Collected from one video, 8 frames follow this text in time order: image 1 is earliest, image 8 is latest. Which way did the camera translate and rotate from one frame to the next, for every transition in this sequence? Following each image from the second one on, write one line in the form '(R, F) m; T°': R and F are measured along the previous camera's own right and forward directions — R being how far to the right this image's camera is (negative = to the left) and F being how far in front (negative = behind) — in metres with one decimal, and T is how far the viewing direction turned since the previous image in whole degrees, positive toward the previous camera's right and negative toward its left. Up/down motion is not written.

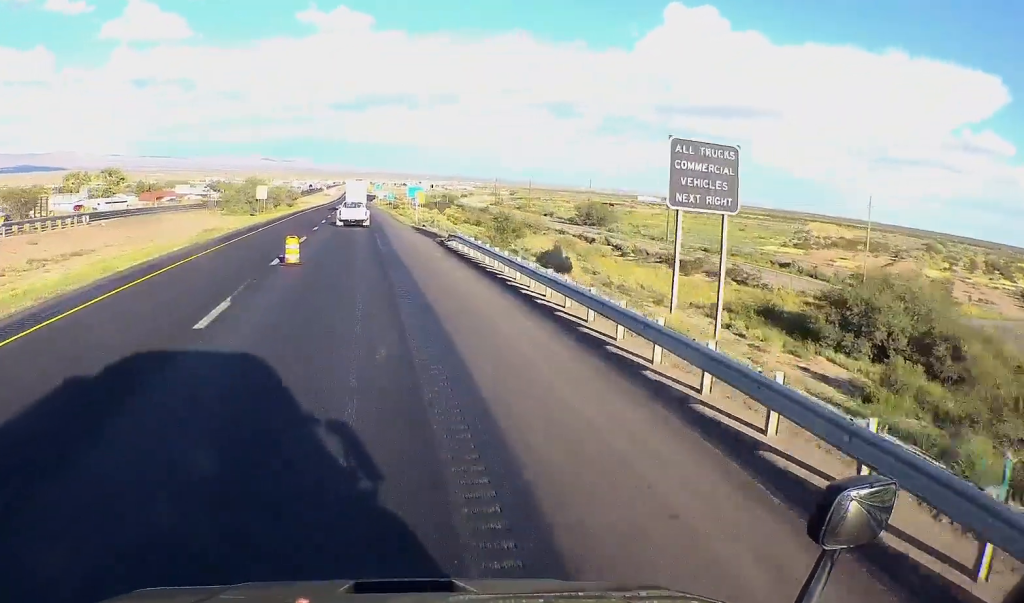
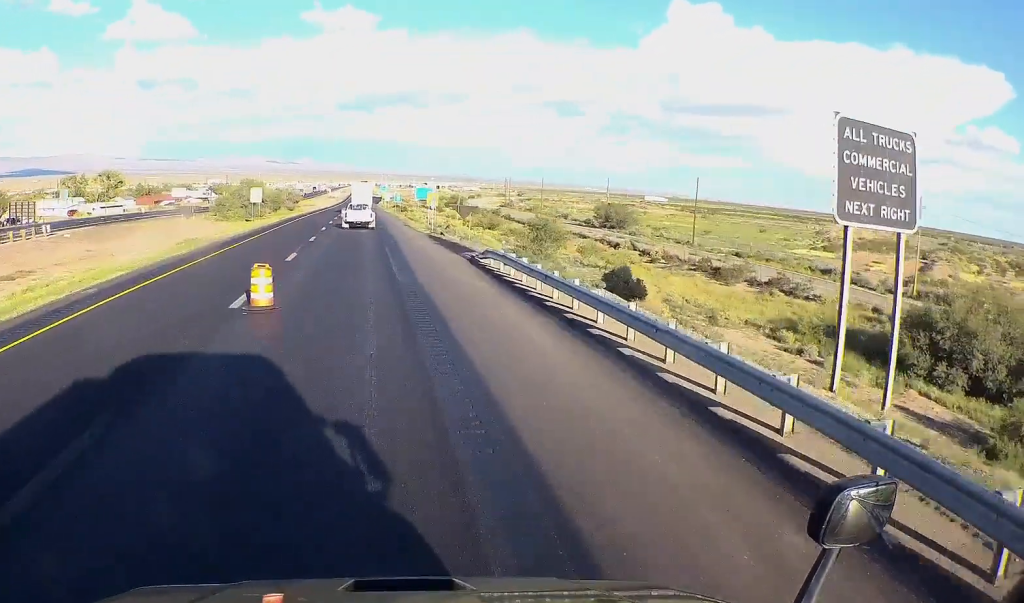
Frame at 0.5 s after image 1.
(-0.2, +9.6) m; -1°
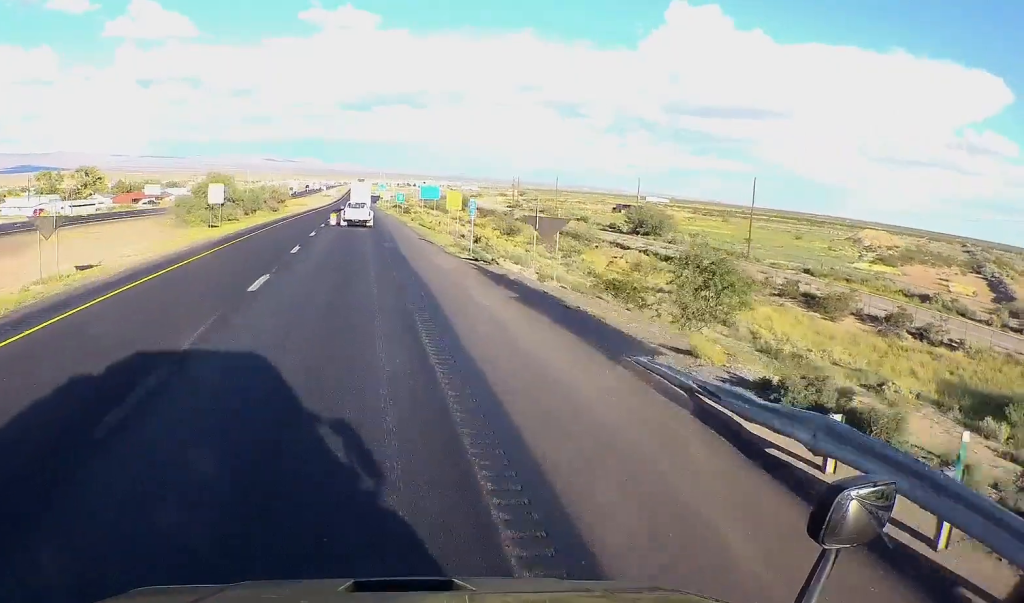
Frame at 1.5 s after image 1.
(-0.6, +21.7) m; -2°
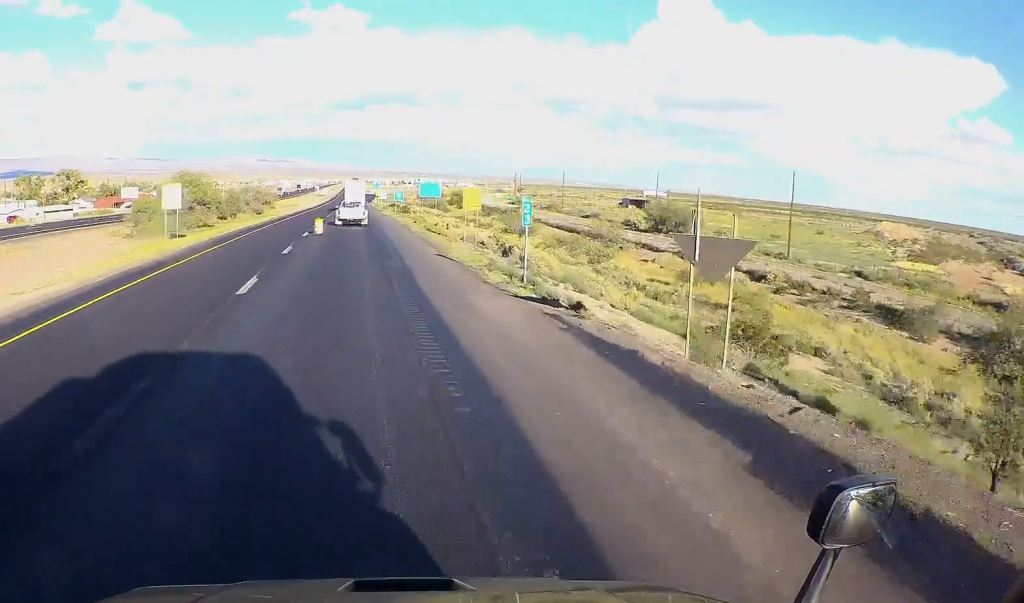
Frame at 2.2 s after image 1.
(-0.1, +12.9) m; 0°
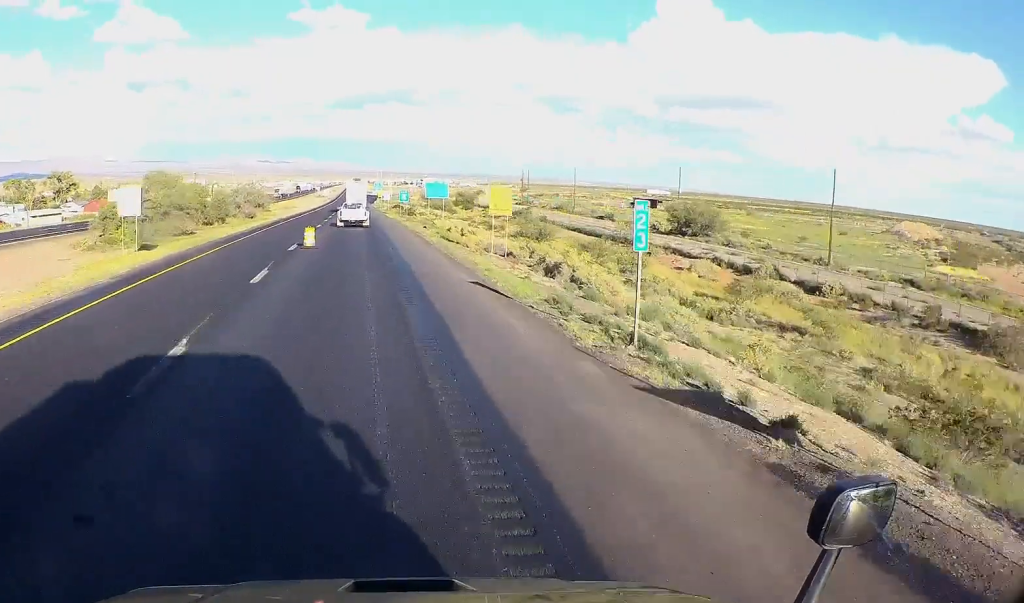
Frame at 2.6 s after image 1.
(+0.2, +9.6) m; +1°
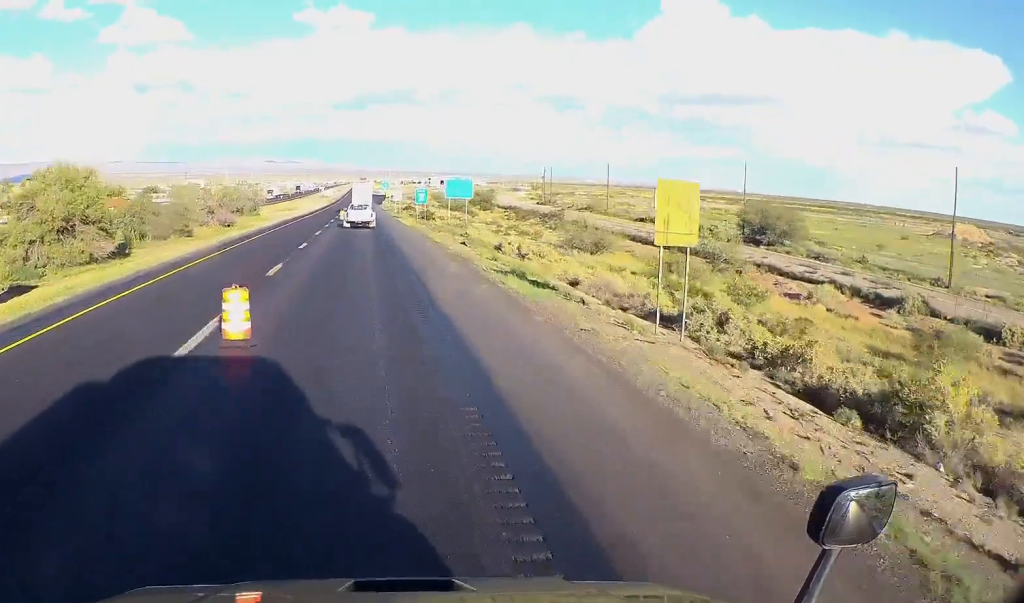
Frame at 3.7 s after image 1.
(+0.2, +22.0) m; +1°
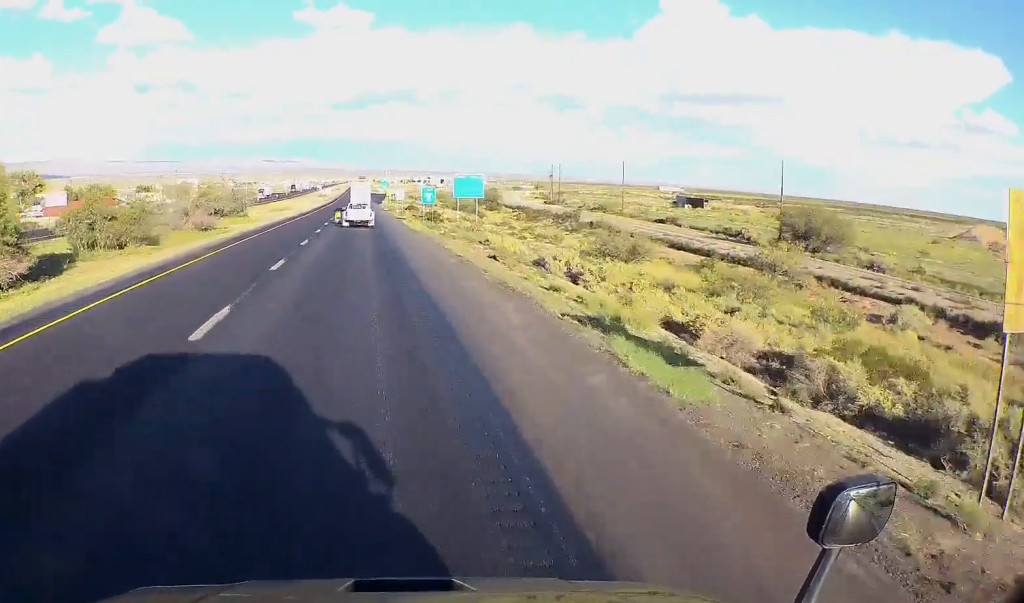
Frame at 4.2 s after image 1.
(0.0, +11.1) m; 0°
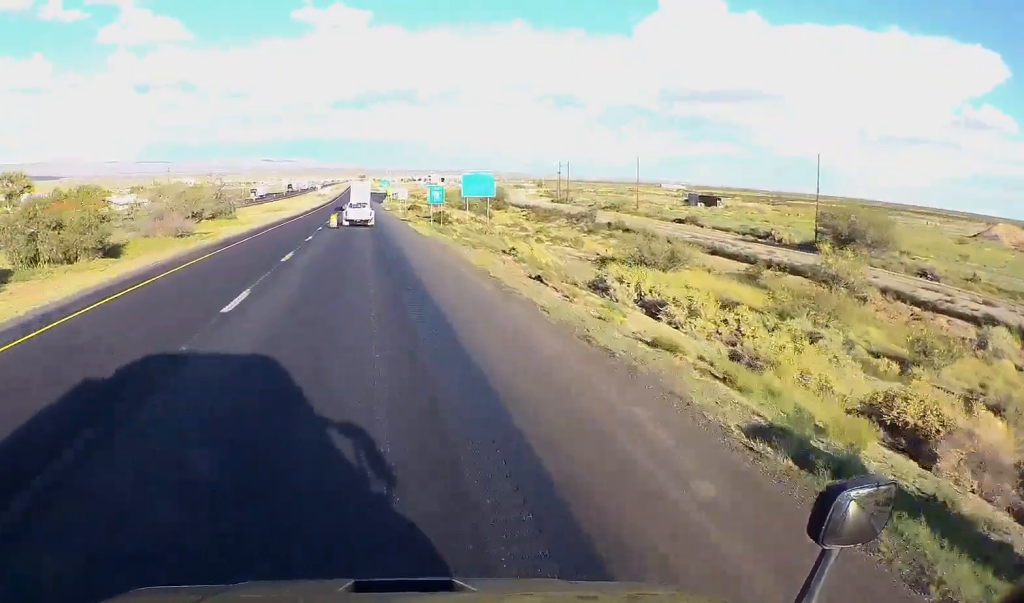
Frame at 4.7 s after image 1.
(0.0, +9.0) m; 0°
